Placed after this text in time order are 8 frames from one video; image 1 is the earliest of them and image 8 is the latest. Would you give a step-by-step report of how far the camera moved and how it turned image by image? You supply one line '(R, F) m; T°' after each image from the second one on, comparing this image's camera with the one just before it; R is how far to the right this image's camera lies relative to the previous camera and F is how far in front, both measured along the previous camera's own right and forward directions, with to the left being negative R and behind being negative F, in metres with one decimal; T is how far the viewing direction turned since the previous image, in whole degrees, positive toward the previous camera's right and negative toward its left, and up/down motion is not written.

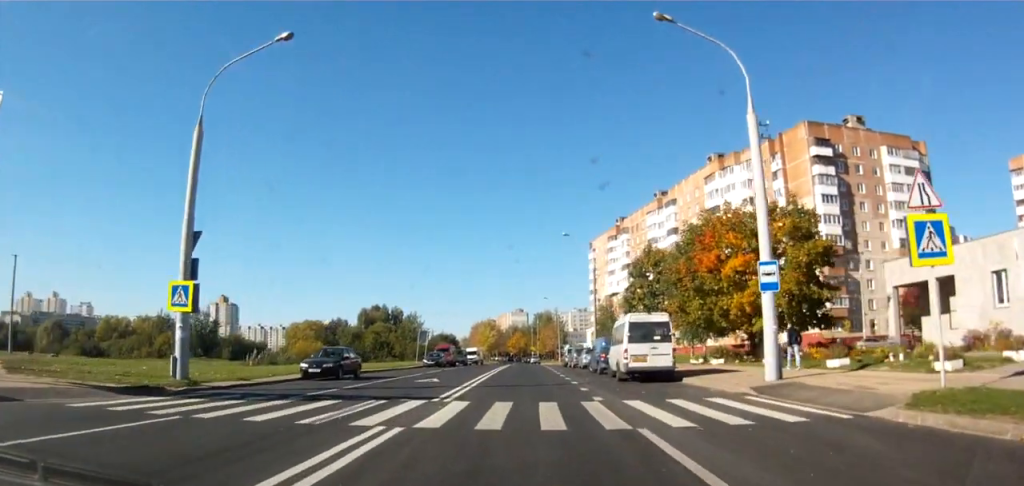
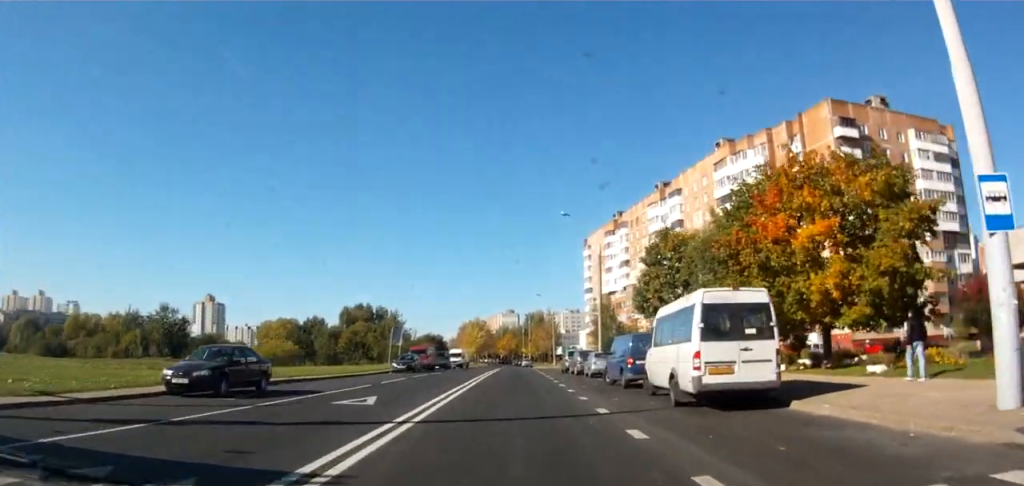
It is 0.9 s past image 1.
(-0.4, +10.3) m; 0°
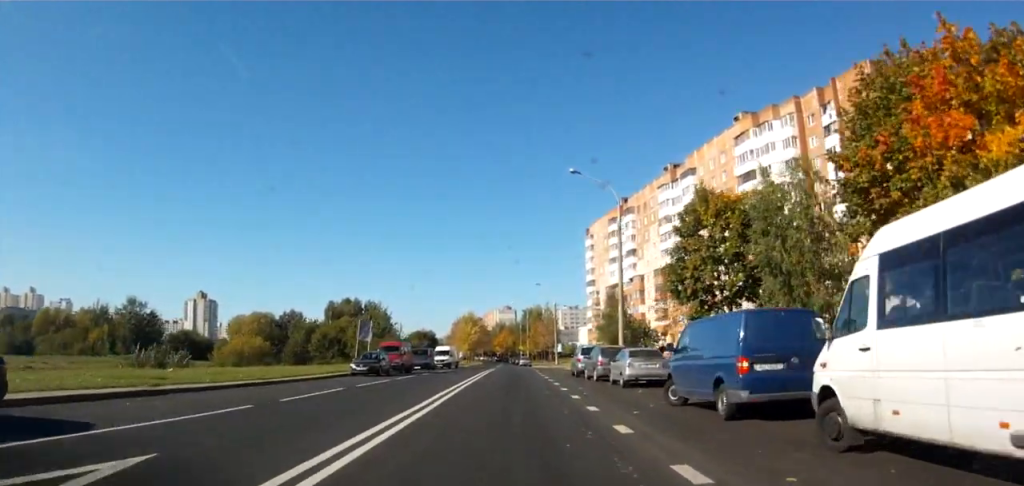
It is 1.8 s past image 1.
(+0.2, +11.5) m; +1°
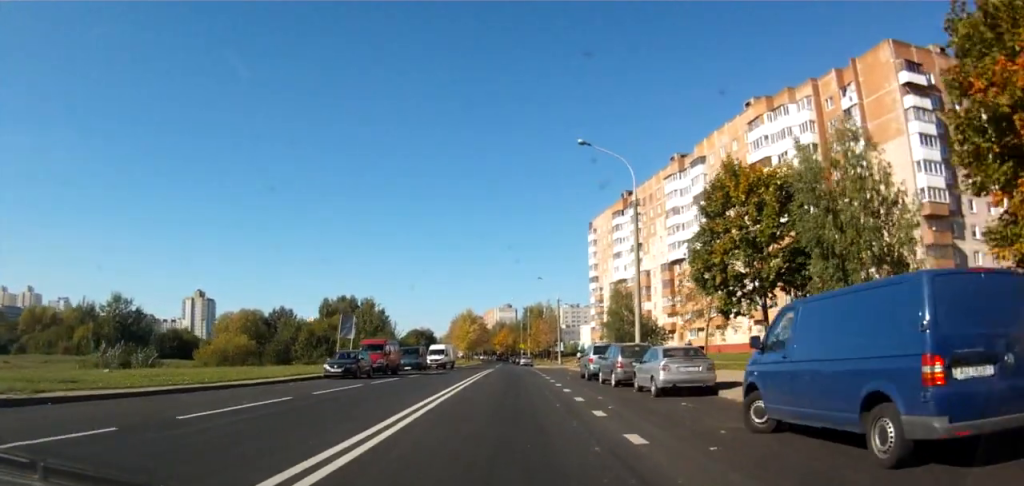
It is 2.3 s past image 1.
(0.0, +5.3) m; +1°
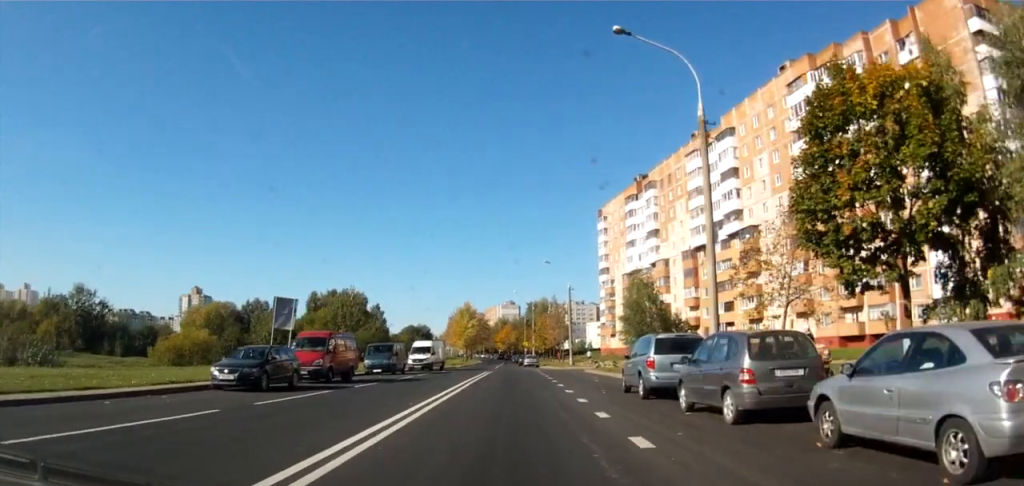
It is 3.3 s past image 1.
(+0.1, +12.1) m; 0°
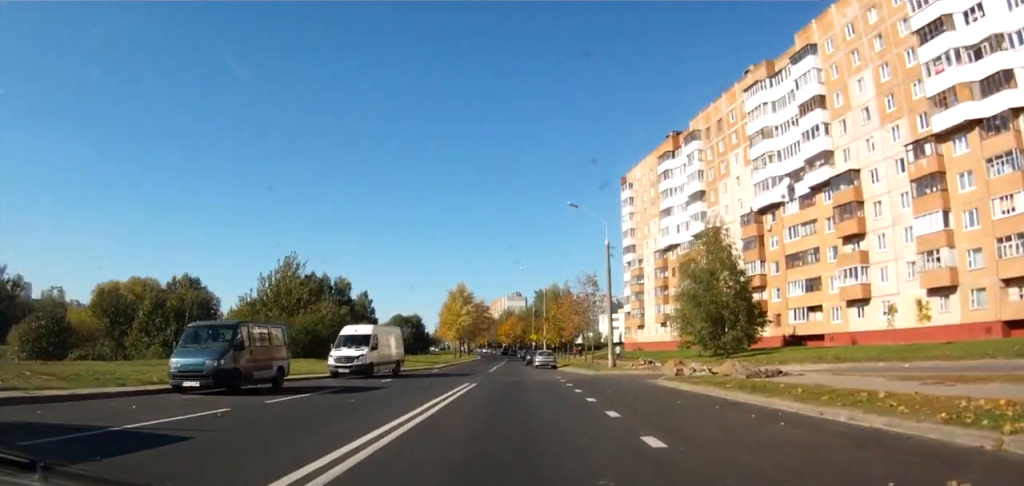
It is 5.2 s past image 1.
(-0.9, +22.7) m; -2°
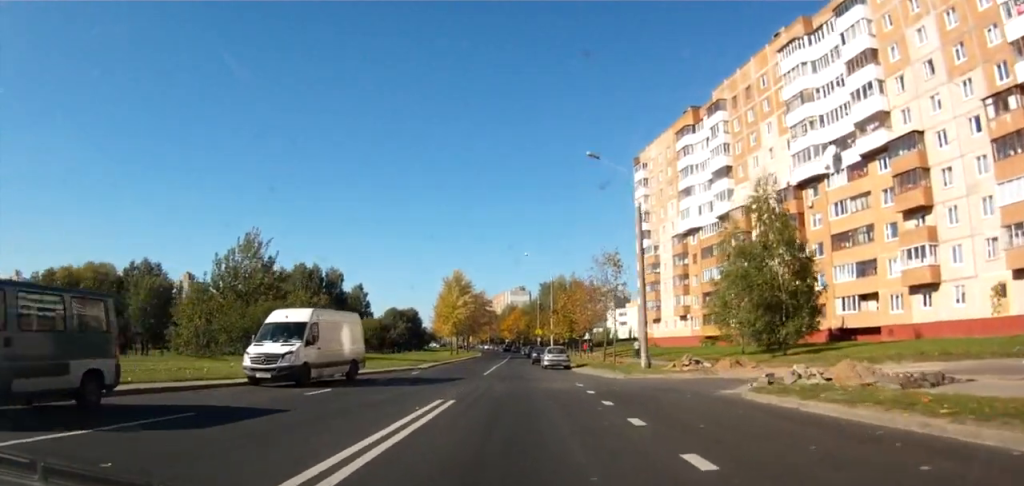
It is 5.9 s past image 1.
(+0.4, +9.4) m; +2°
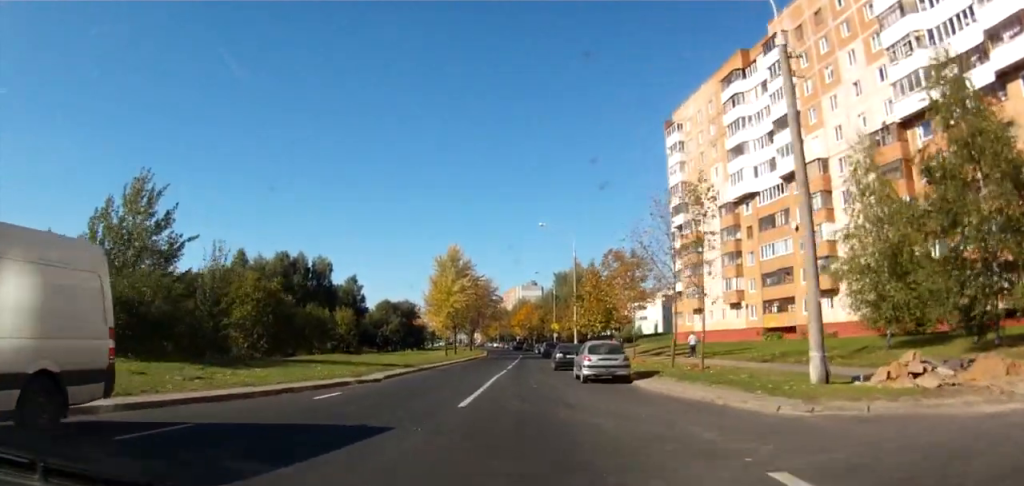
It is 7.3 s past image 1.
(-0.2, +17.0) m; -3°
